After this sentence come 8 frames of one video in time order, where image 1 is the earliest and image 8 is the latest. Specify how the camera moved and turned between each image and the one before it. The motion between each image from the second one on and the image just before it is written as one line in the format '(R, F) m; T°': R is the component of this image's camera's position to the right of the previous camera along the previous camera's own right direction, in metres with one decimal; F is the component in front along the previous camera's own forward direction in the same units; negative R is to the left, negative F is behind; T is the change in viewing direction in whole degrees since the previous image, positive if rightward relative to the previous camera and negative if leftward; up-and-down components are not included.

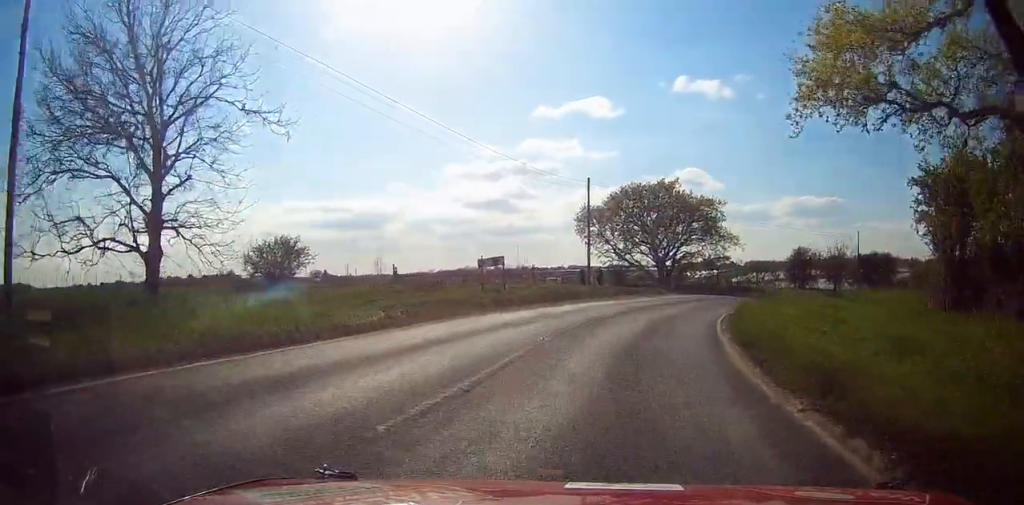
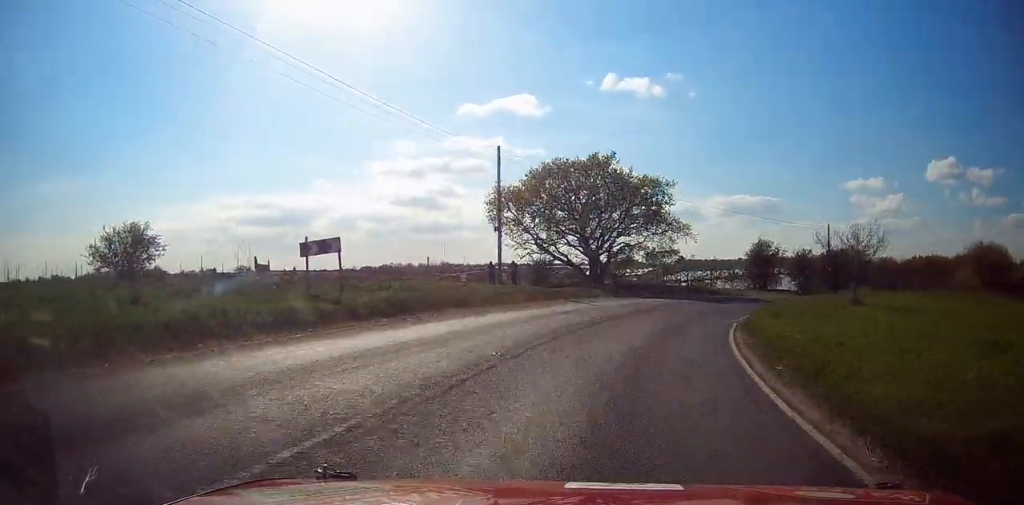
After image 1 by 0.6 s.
(+0.2, +11.7) m; +7°
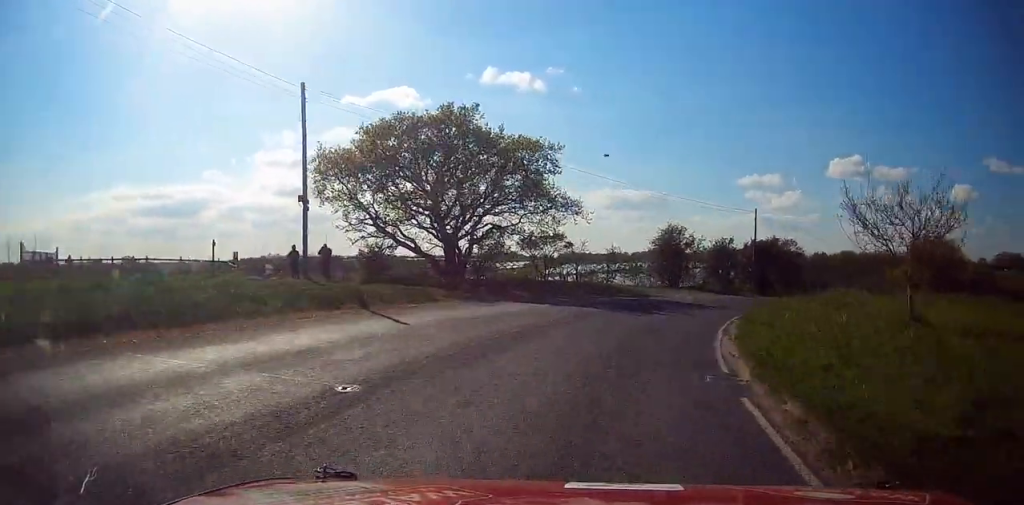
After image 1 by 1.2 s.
(-0.2, +12.2) m; +9°
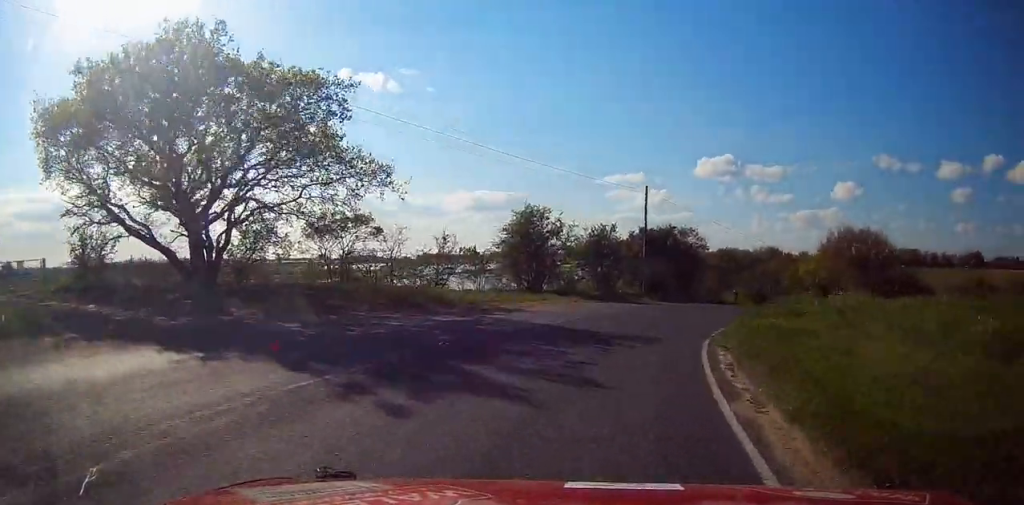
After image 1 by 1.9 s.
(+2.4, +13.1) m; +9°
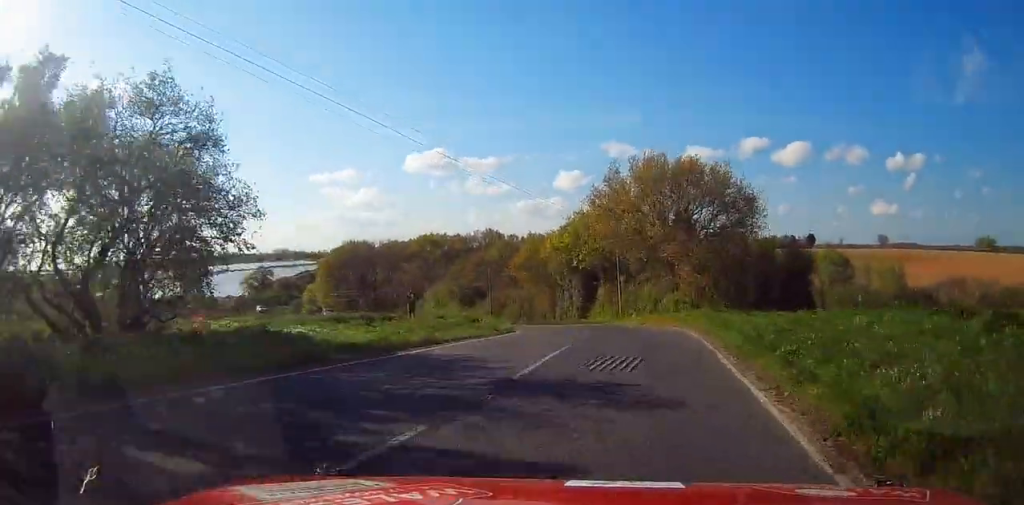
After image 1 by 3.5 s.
(+6.1, +36.1) m; +19°
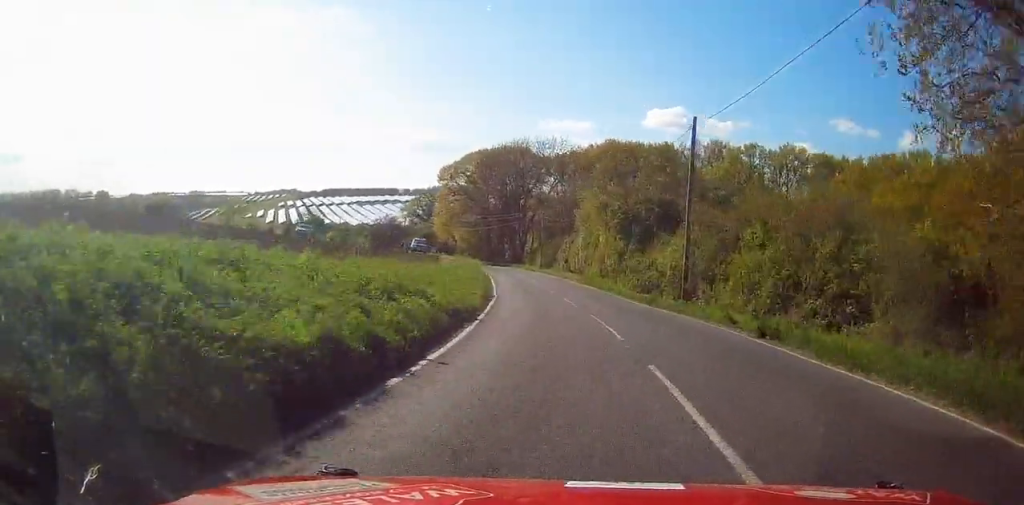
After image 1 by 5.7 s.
(+0.8, +61.3) m; -13°
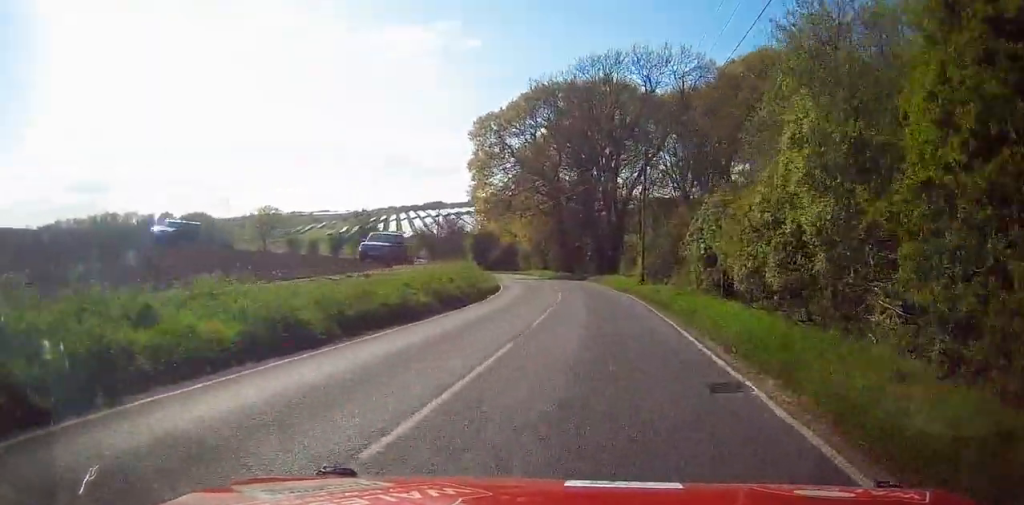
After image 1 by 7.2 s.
(-8.4, +42.3) m; -5°
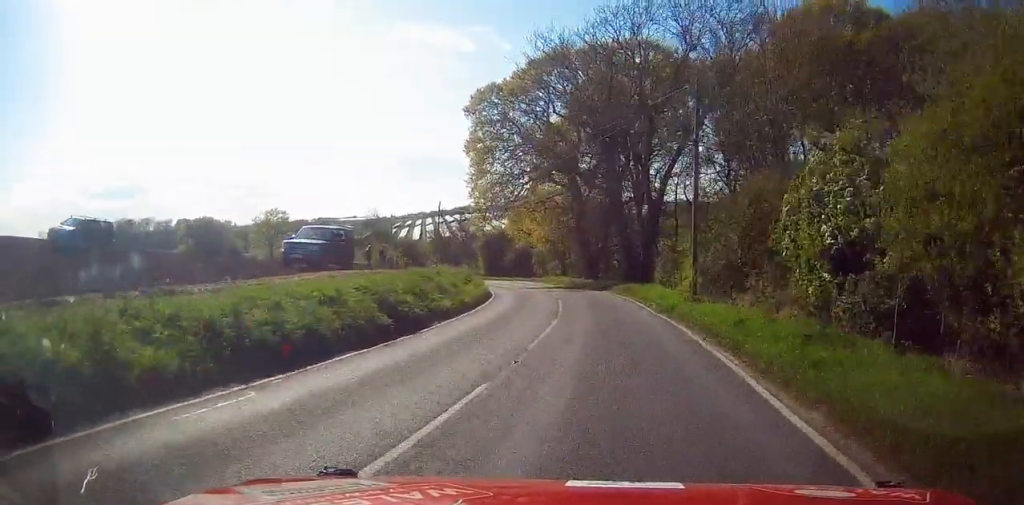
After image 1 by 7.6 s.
(+3.1, +12.6) m; 0°
